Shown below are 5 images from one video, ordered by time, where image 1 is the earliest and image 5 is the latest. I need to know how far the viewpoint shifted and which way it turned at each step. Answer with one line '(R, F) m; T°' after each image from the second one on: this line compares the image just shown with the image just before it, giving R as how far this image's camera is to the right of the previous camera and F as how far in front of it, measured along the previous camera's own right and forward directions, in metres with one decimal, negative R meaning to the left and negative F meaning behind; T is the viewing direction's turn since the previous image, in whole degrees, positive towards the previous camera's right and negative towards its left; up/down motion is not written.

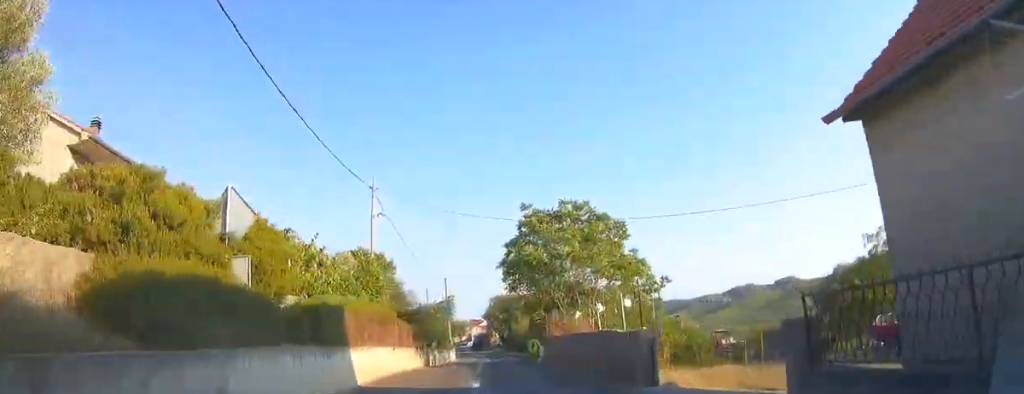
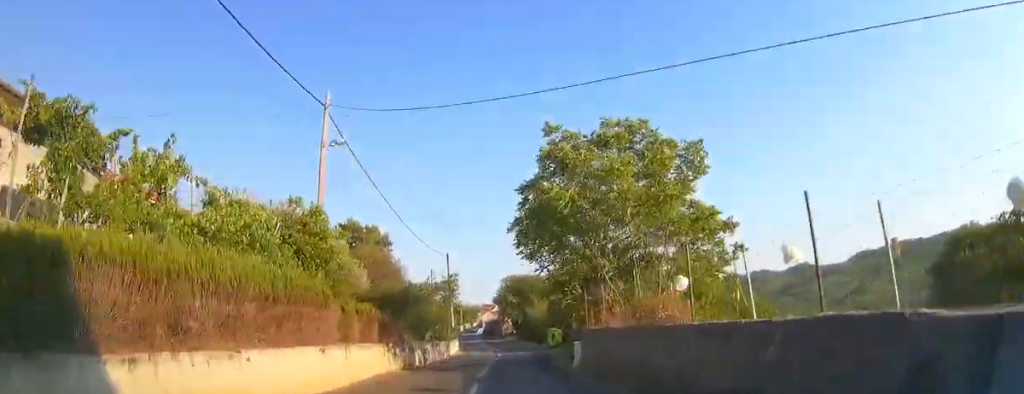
(+0.1, +8.1) m; 0°
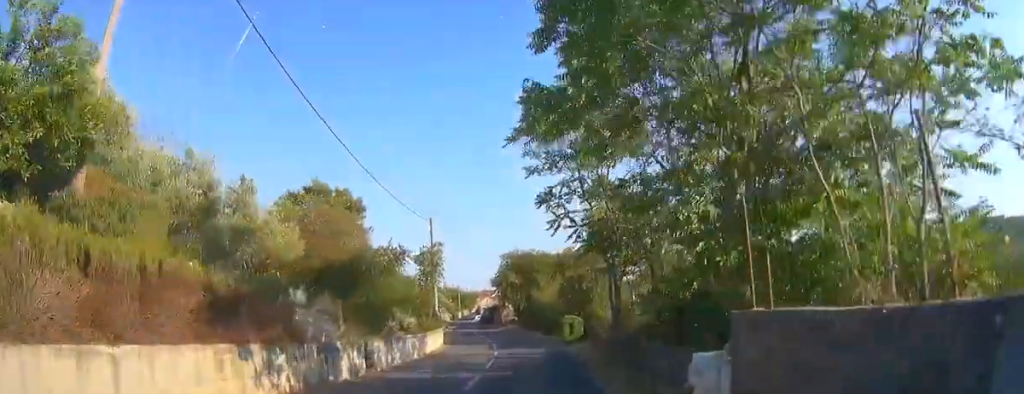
(0.0, +10.2) m; -1°
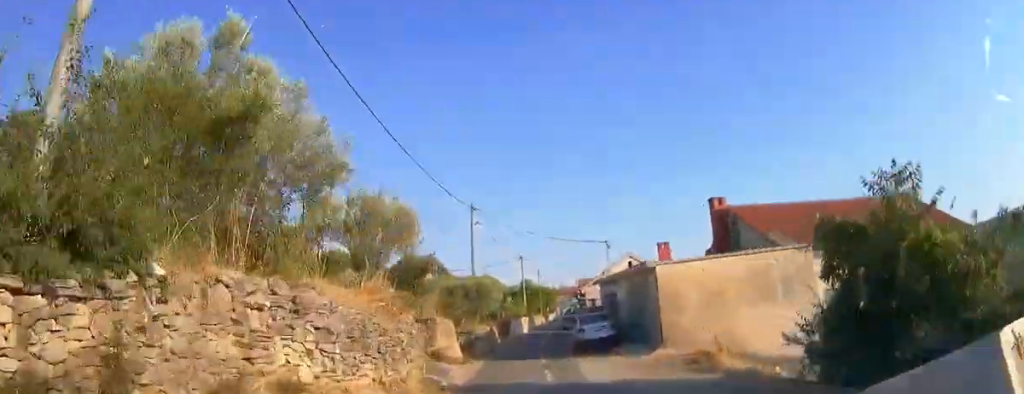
(-7.2, +89.6) m; -6°
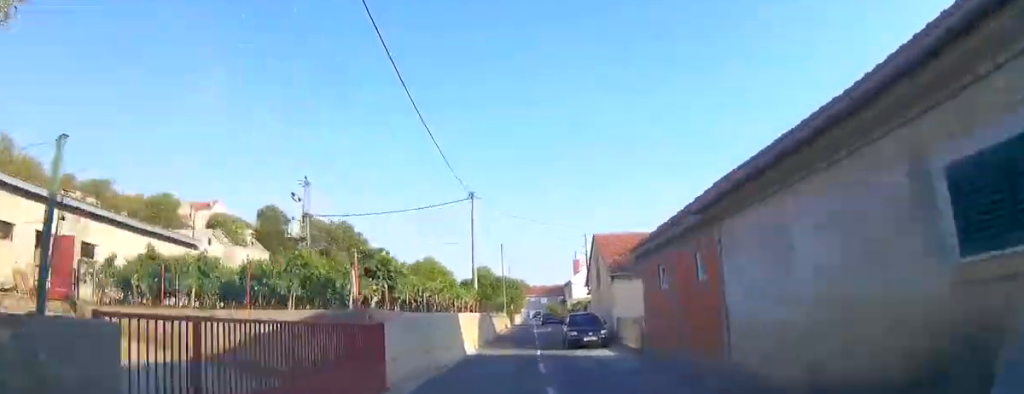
(+1.3, +34.9) m; +5°
